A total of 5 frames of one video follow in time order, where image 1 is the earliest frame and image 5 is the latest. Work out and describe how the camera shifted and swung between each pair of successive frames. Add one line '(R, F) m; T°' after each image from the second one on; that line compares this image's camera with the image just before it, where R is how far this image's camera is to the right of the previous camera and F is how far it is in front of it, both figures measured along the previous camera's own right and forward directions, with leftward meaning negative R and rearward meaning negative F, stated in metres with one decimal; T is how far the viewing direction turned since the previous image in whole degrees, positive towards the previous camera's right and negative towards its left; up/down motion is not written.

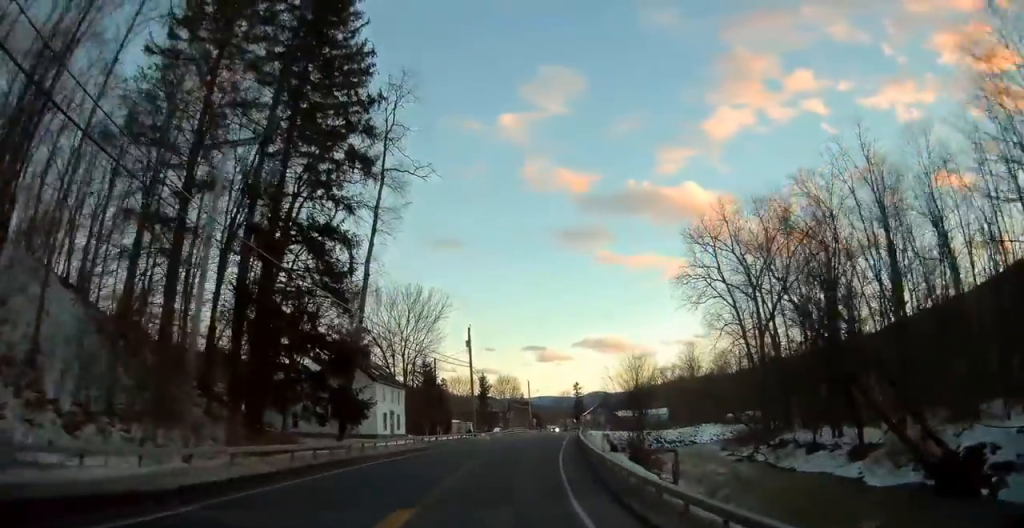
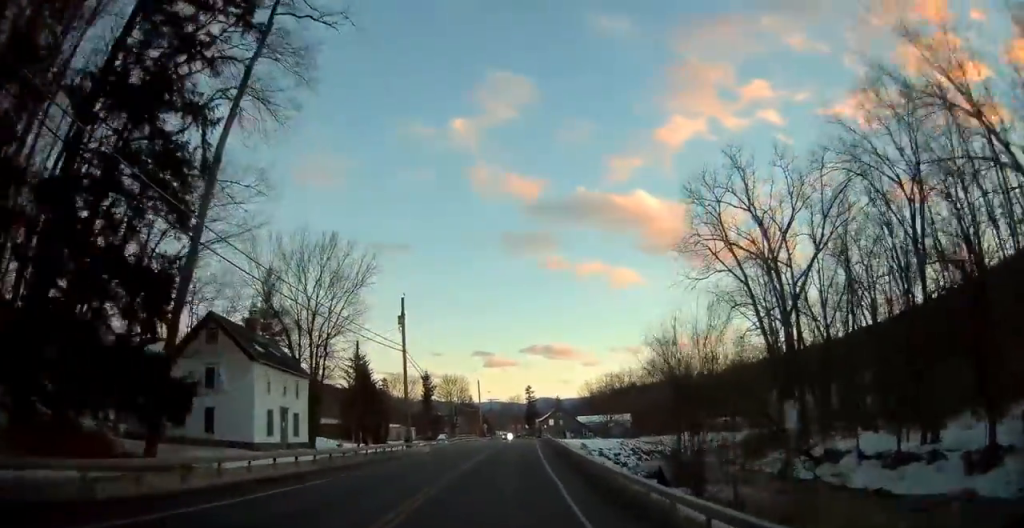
(+0.8, +16.7) m; +6°
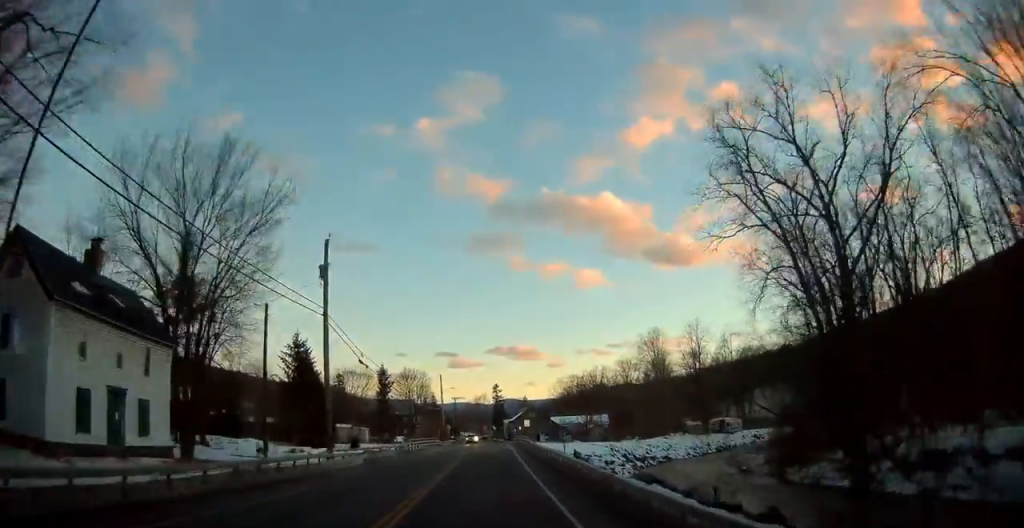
(+0.6, +14.4) m; +4°
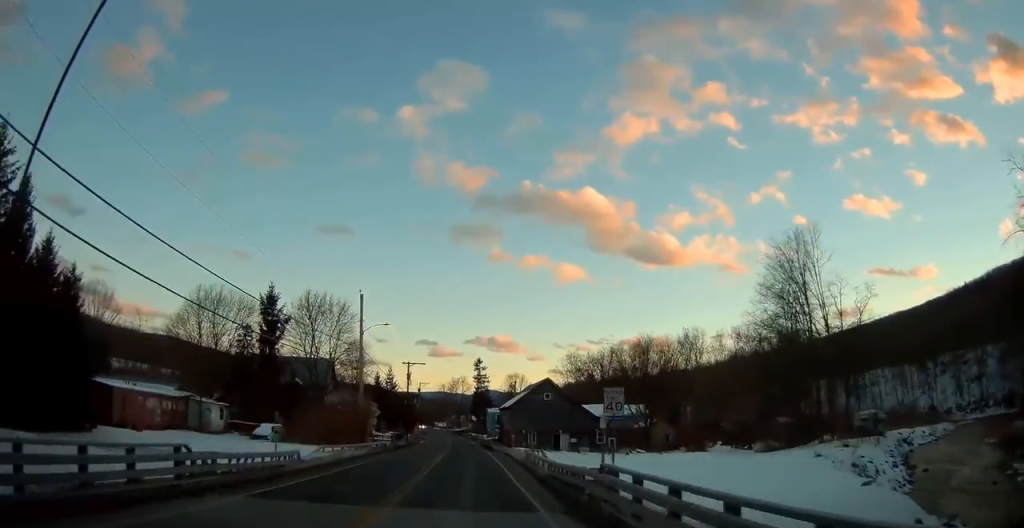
(+1.5, +54.1) m; +2°
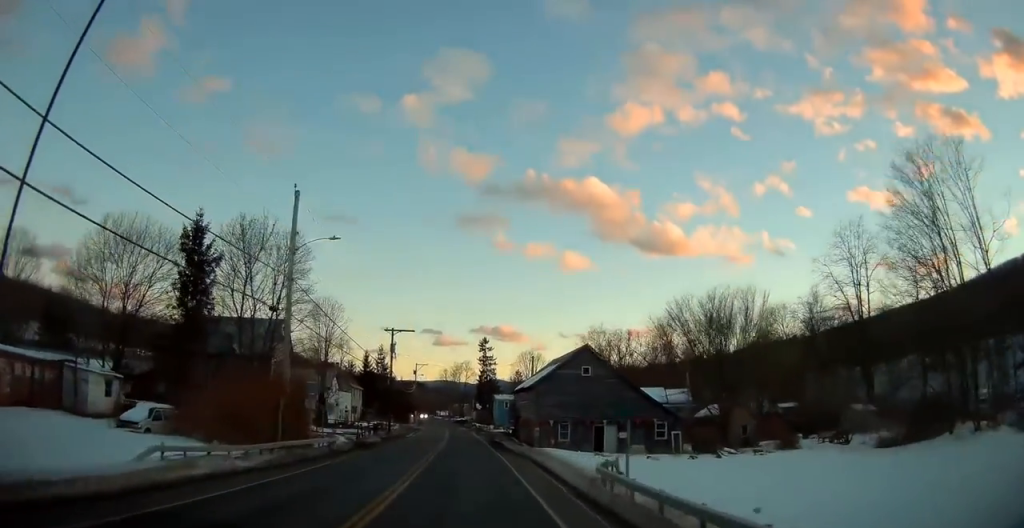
(0.0, +19.2) m; 0°
